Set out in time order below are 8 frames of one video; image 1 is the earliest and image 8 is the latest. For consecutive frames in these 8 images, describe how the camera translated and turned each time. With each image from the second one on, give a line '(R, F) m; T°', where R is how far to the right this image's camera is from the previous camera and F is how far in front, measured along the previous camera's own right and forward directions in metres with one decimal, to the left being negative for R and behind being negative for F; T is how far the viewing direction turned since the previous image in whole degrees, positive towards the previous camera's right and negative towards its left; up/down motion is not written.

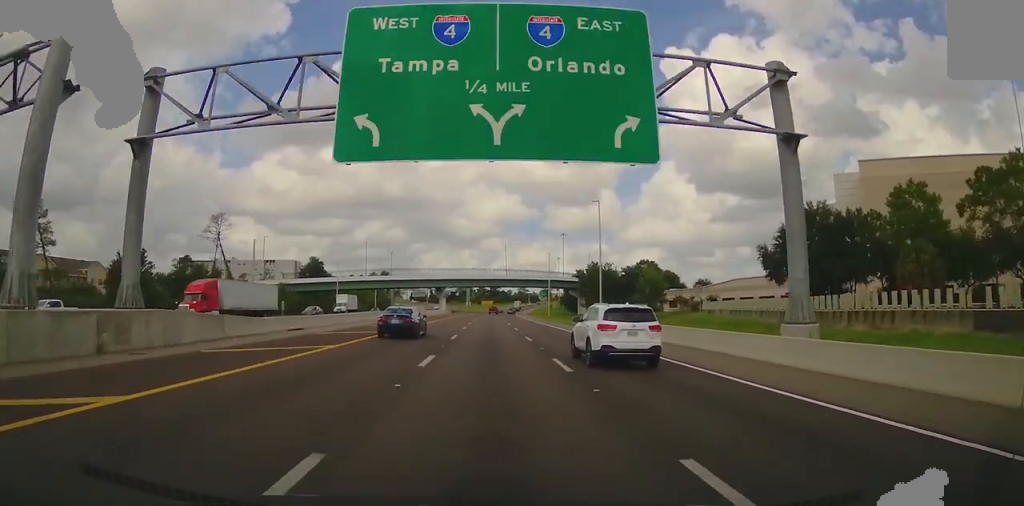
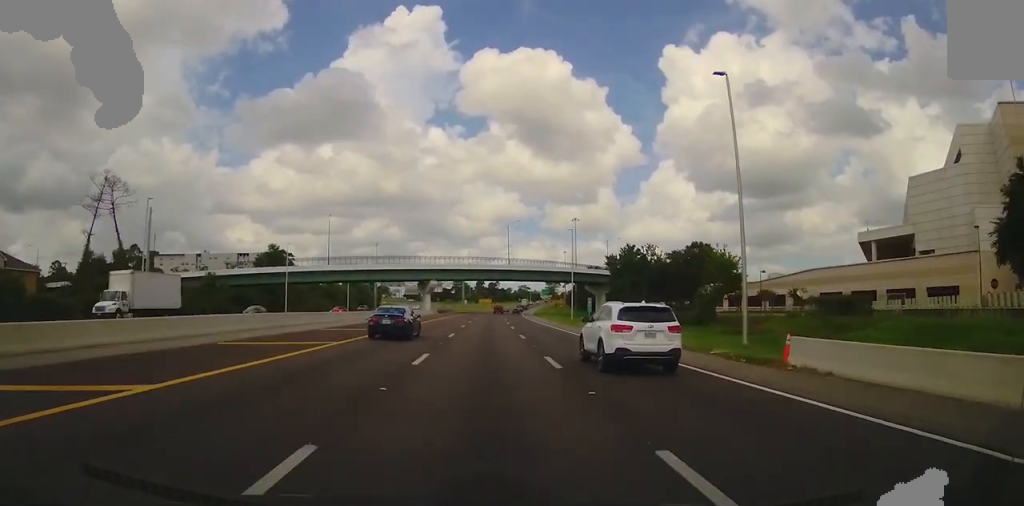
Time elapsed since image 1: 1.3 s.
(0.0, +36.0) m; 0°
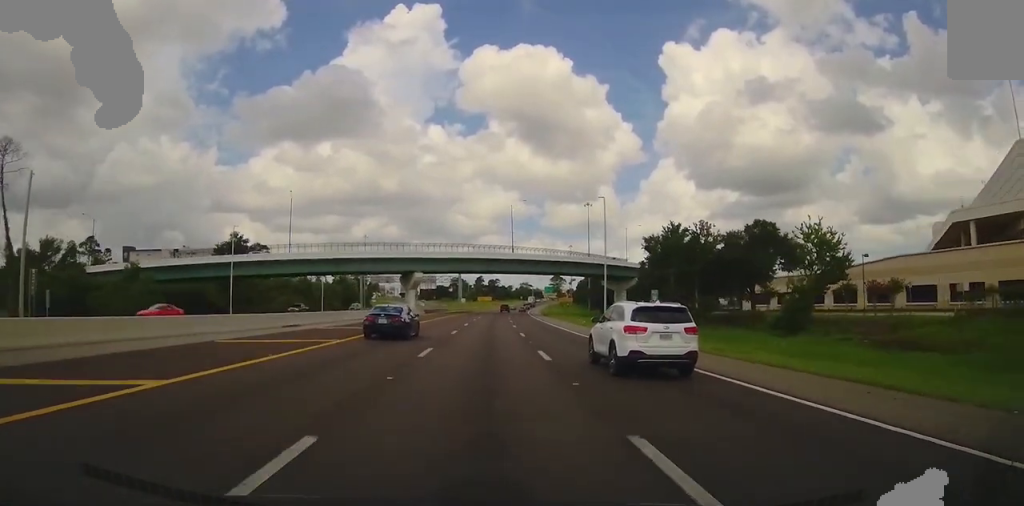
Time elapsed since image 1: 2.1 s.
(0.0, +24.6) m; 0°
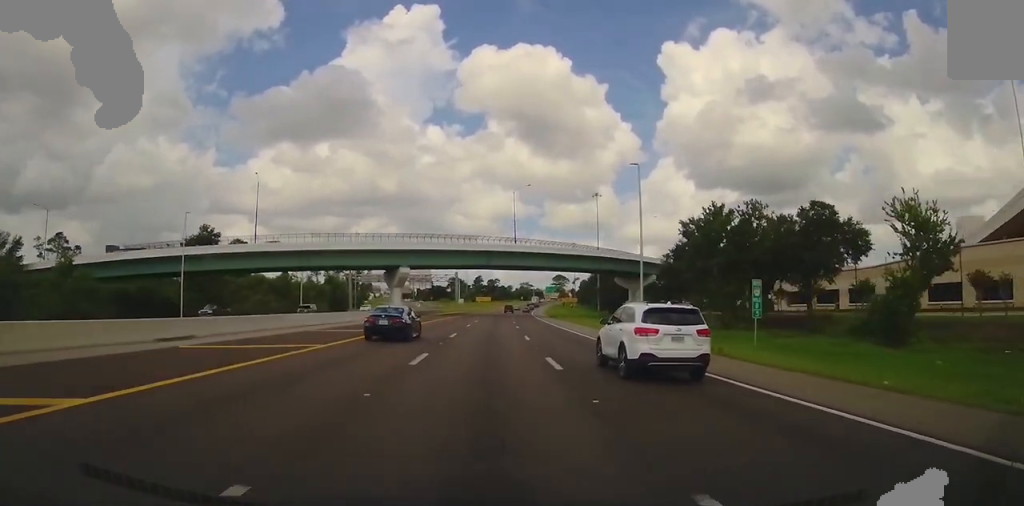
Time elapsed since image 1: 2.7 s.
(0.0, +15.1) m; 0°
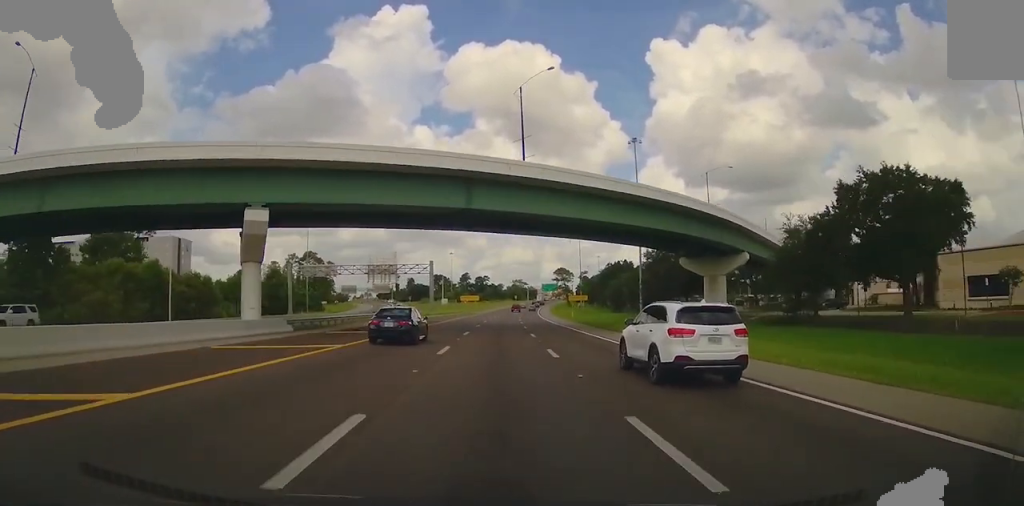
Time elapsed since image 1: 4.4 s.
(0.0, +49.2) m; 0°
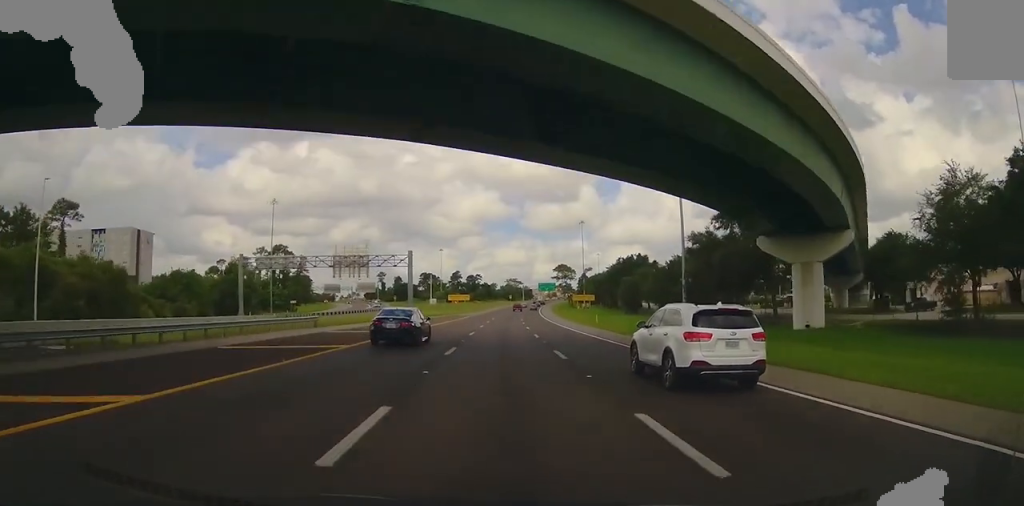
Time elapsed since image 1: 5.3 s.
(0.0, +24.8) m; +1°
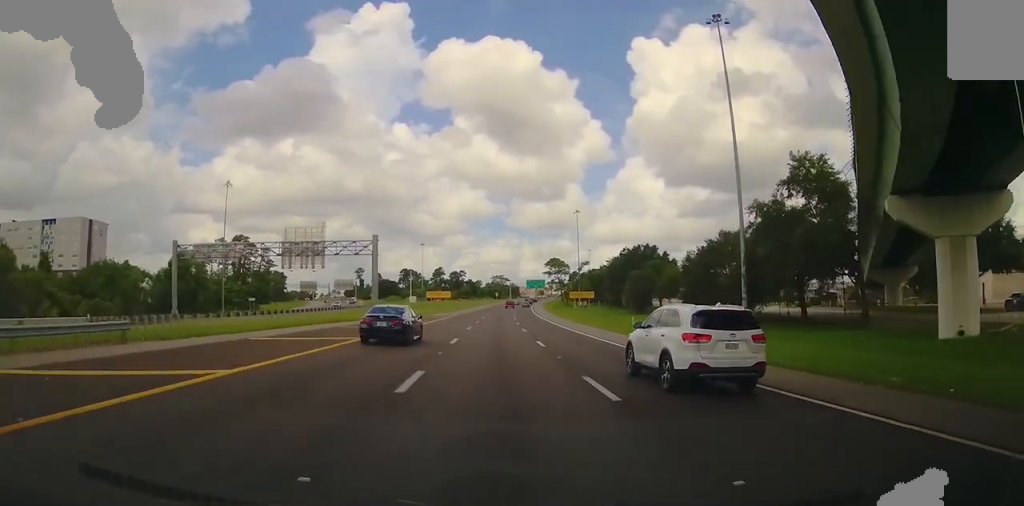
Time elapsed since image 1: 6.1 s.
(+0.4, +21.1) m; +1°
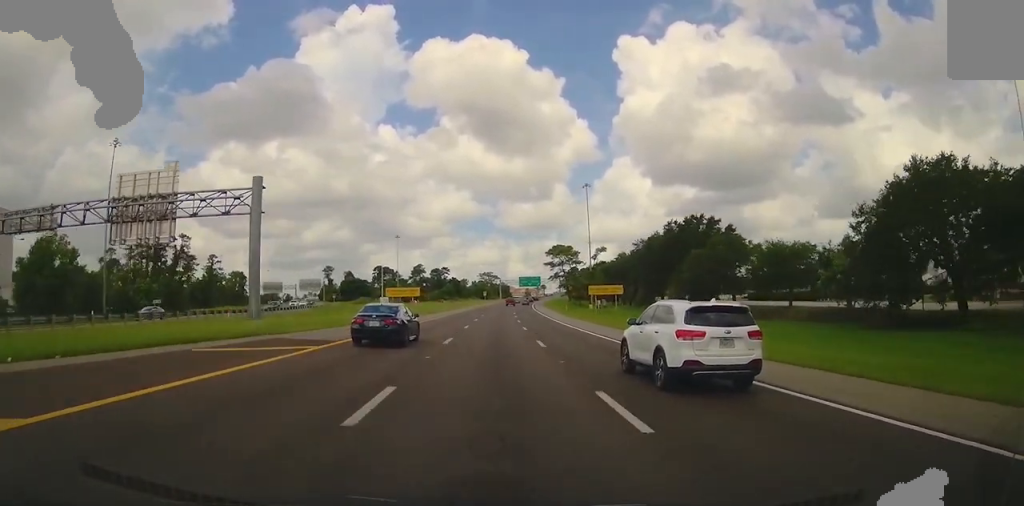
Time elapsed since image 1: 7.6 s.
(+1.0, +42.7) m; +3°
